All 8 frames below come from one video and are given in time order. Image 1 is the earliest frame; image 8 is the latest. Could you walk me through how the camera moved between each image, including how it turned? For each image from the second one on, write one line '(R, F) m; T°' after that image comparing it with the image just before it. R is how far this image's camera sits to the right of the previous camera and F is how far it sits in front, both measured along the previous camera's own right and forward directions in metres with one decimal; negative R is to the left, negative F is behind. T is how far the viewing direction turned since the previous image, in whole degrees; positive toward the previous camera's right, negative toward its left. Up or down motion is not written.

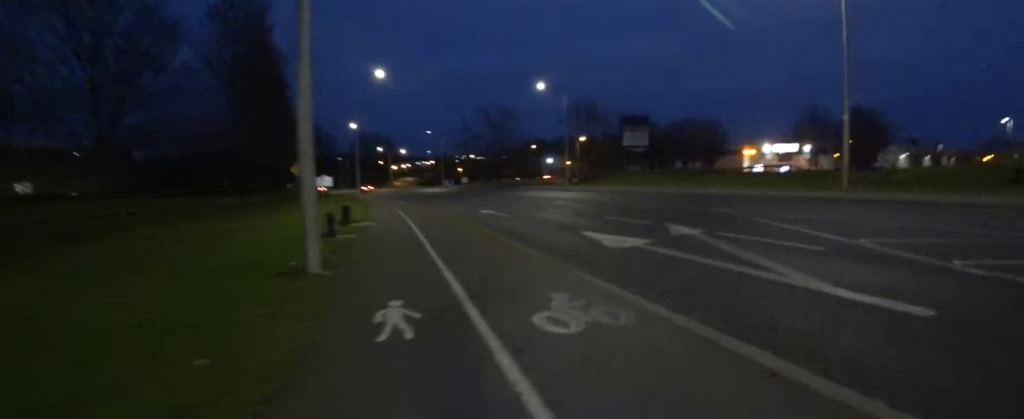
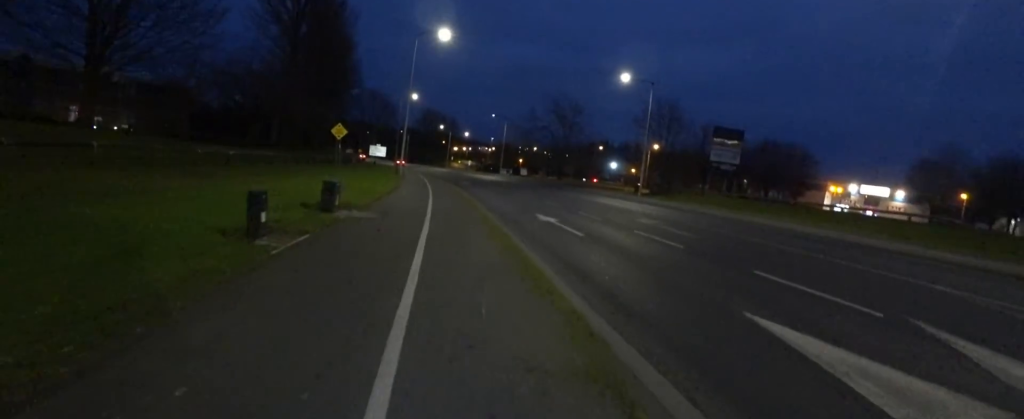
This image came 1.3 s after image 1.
(-1.1, +5.3) m; -14°
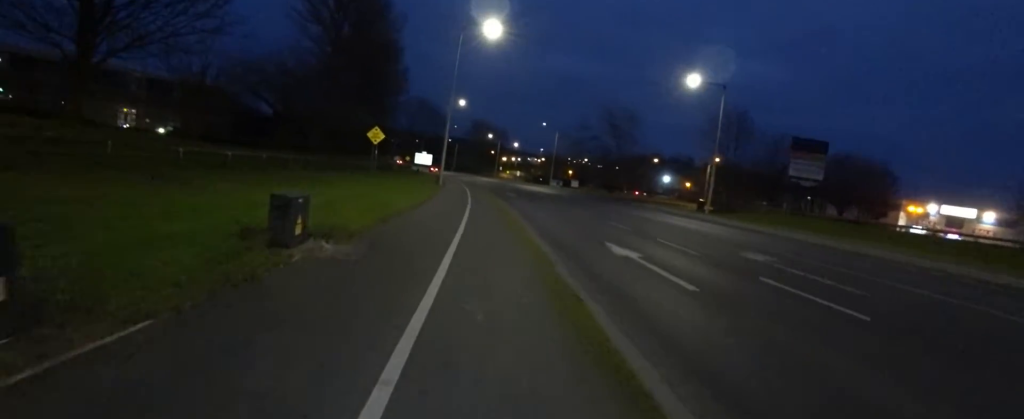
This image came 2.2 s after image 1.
(0.0, +3.9) m; -1°
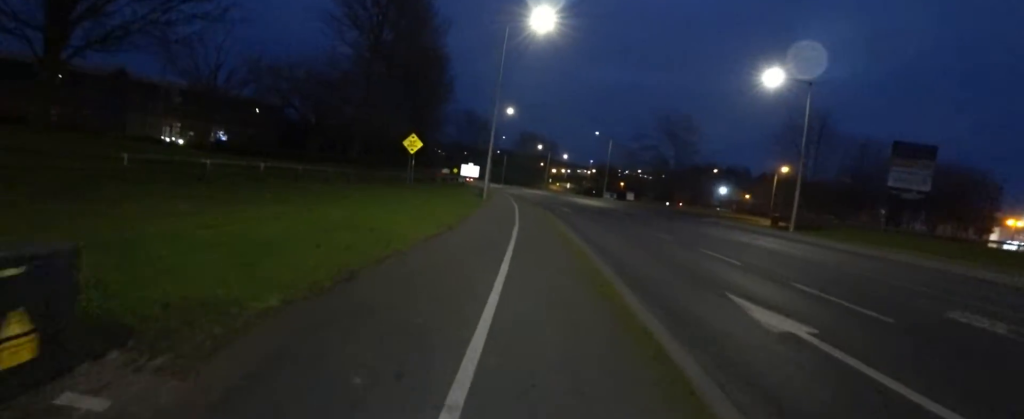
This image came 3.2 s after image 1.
(0.0, +4.4) m; +2°
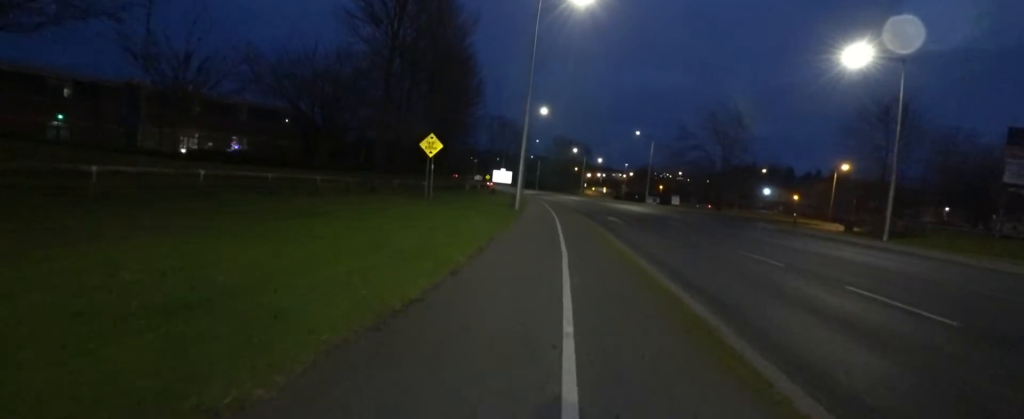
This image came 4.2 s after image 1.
(+0.1, +4.9) m; +11°
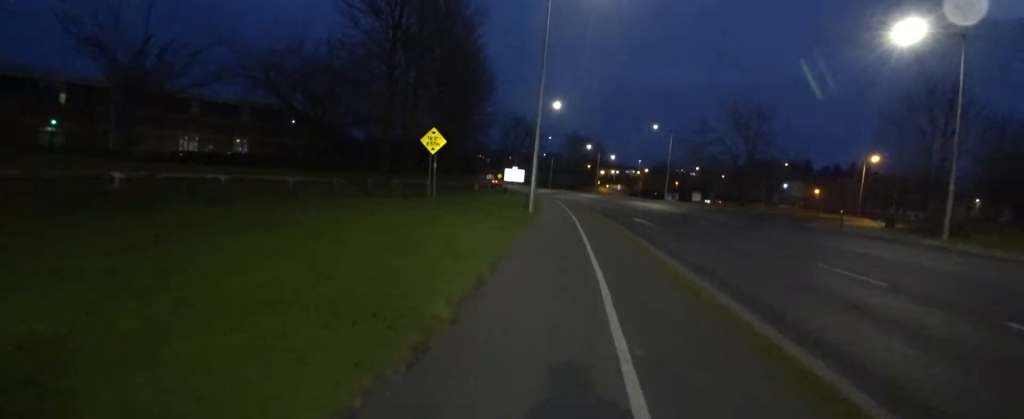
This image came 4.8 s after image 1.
(+0.2, +2.8) m; +4°
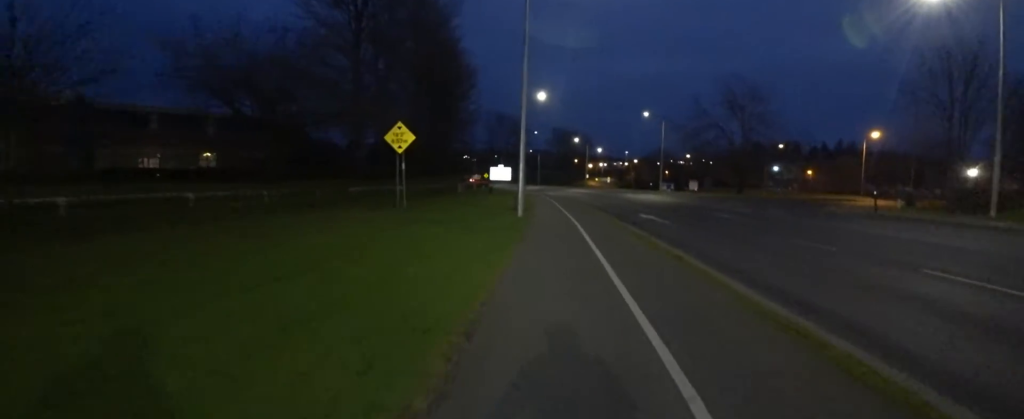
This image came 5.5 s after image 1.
(+0.8, +3.6) m; -1°
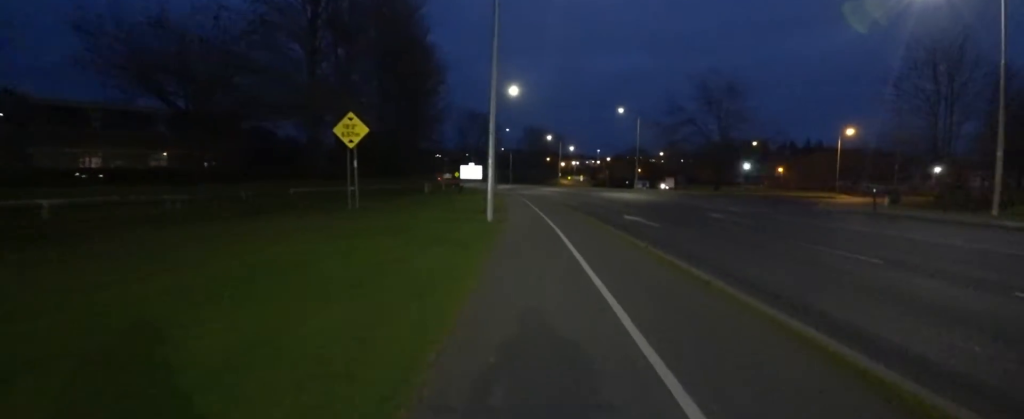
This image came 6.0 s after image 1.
(-0.5, +2.3) m; -6°
